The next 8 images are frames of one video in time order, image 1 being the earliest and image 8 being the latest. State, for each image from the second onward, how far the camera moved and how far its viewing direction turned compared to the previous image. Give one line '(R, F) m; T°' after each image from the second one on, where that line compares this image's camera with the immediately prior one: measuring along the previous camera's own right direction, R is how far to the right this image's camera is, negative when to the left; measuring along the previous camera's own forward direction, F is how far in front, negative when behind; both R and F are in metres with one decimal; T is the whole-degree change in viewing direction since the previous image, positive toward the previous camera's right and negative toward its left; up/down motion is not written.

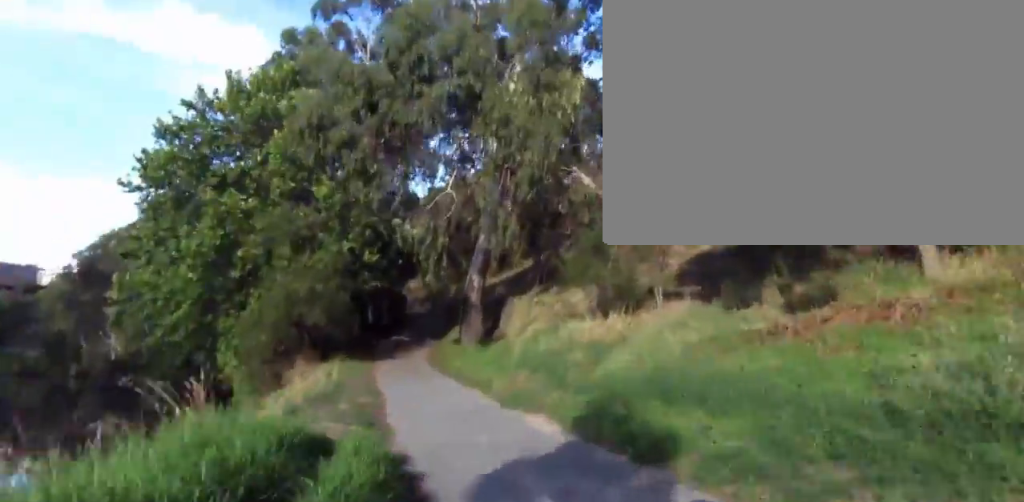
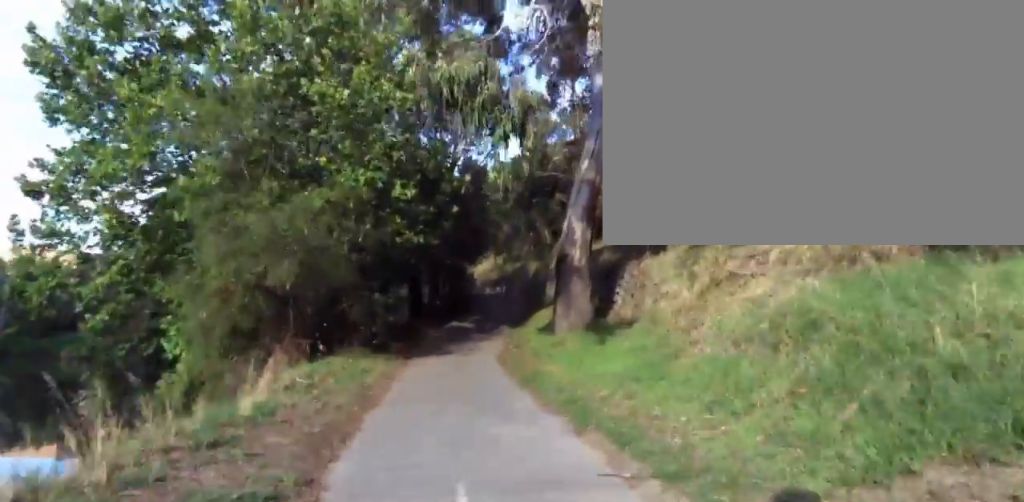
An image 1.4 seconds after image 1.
(+0.4, +12.5) m; +2°
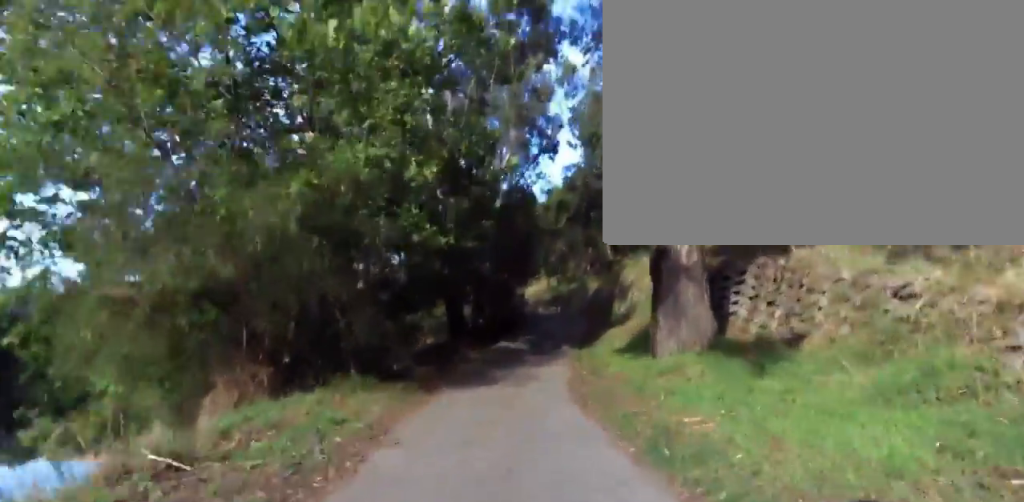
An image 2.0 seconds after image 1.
(0.0, +5.9) m; -1°
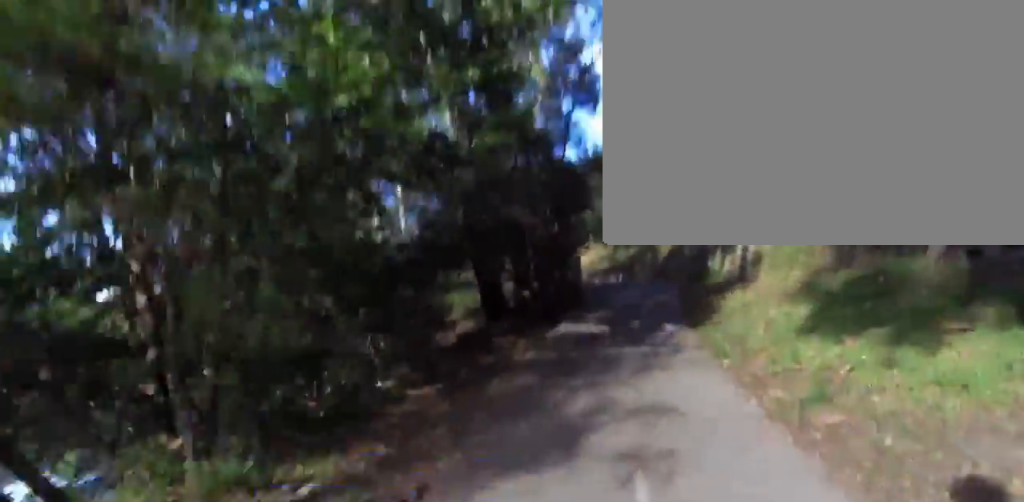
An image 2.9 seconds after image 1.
(-0.3, +7.1) m; -4°
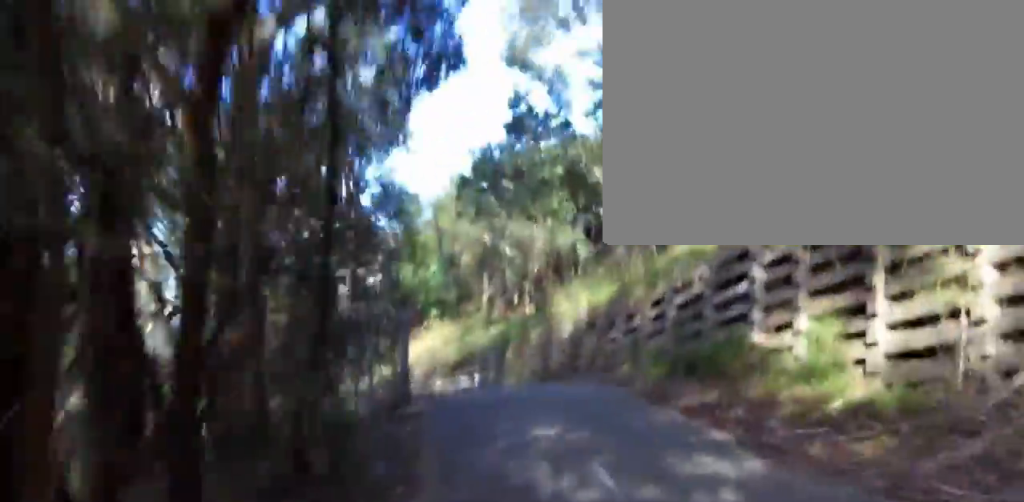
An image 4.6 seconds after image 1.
(-0.4, +11.1) m; +7°
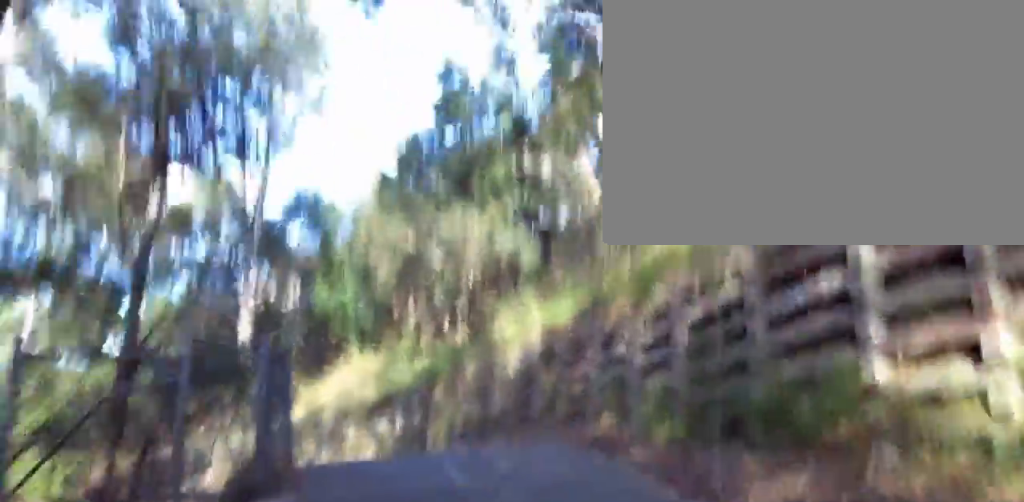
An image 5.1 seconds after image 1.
(+0.2, +2.4) m; +7°
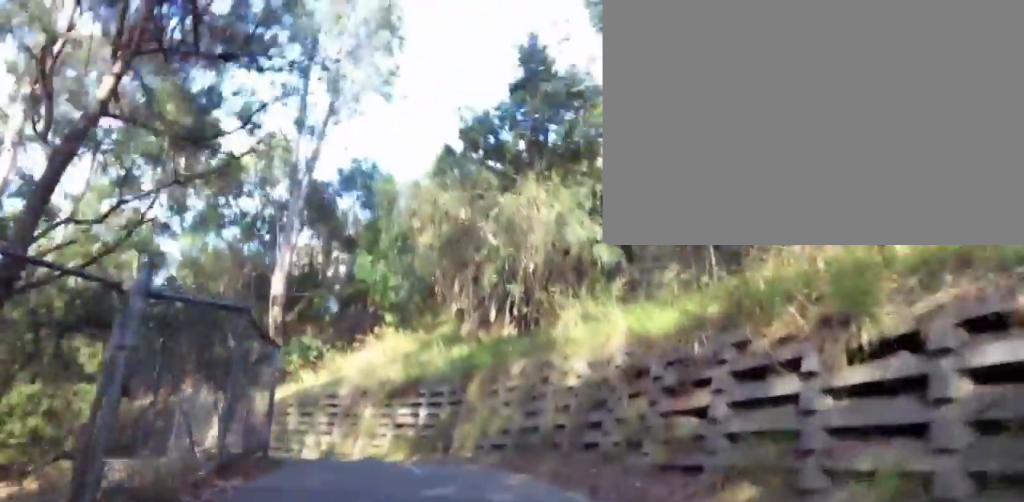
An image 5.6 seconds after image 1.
(+0.4, +2.2) m; +8°
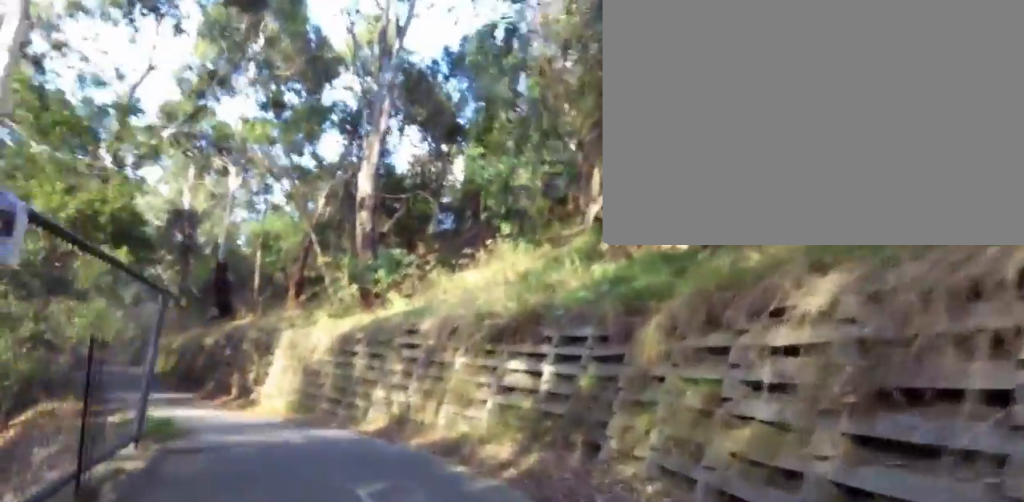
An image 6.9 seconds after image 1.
(+0.2, +5.7) m; -7°
